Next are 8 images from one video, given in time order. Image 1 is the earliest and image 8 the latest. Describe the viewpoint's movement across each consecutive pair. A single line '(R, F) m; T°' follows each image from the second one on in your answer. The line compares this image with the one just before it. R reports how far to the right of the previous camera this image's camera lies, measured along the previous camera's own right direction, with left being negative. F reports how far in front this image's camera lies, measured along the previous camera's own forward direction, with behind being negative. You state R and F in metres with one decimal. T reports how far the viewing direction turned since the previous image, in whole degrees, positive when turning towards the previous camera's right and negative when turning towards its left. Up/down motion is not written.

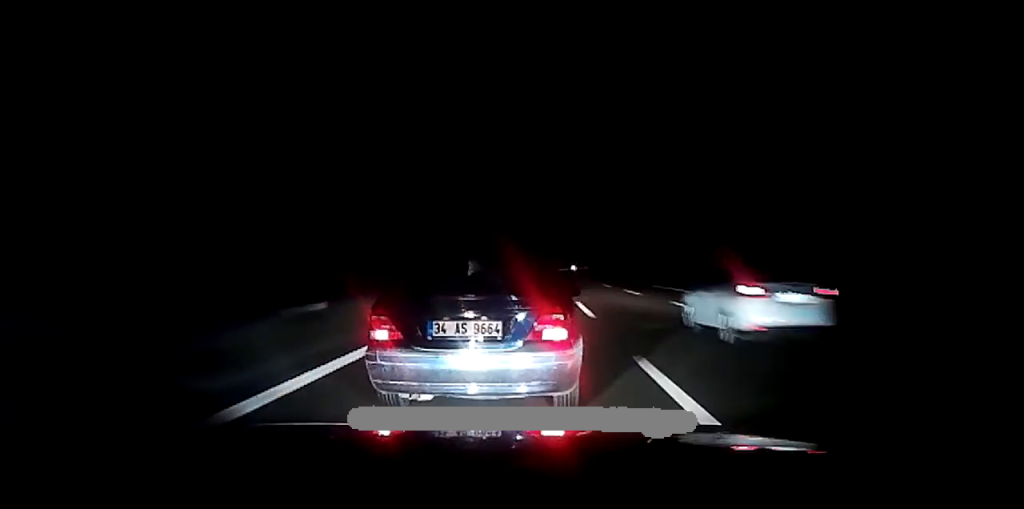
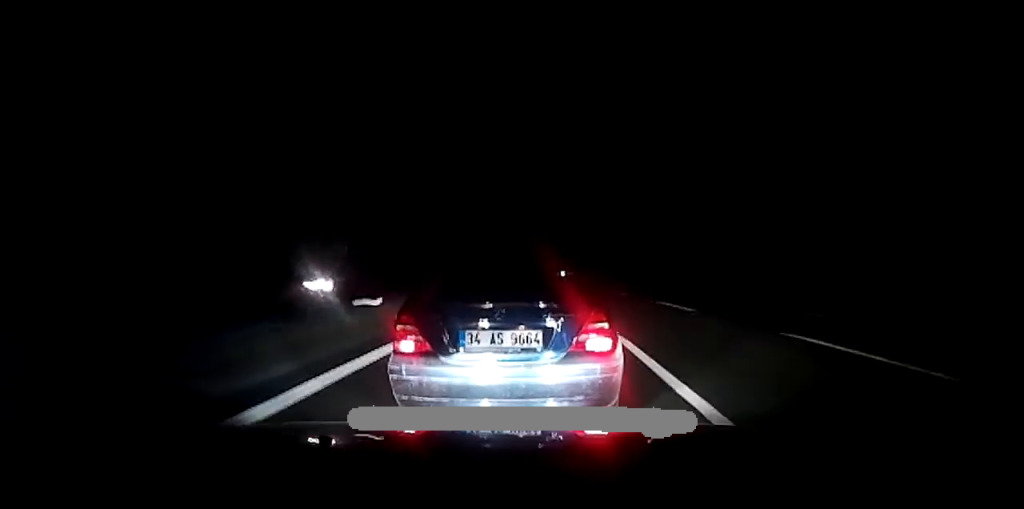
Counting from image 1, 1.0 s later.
(+0.6, +57.6) m; +1°
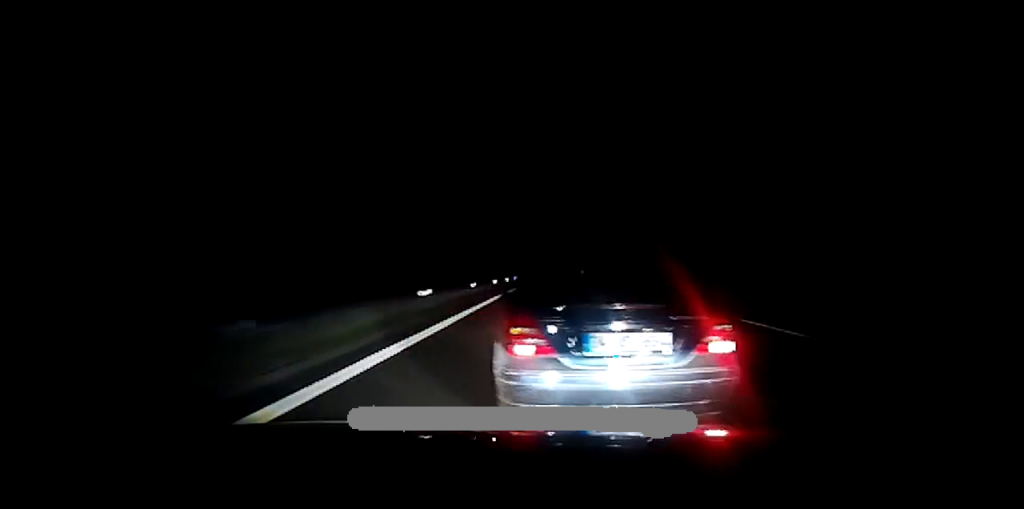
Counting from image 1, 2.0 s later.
(+0.4, +54.5) m; +1°
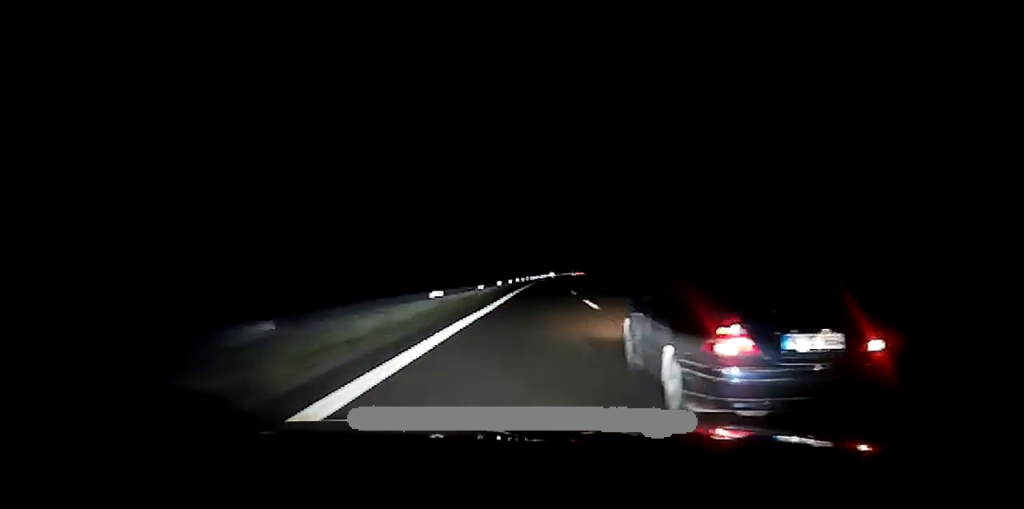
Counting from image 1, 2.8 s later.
(+0.2, +47.7) m; +1°
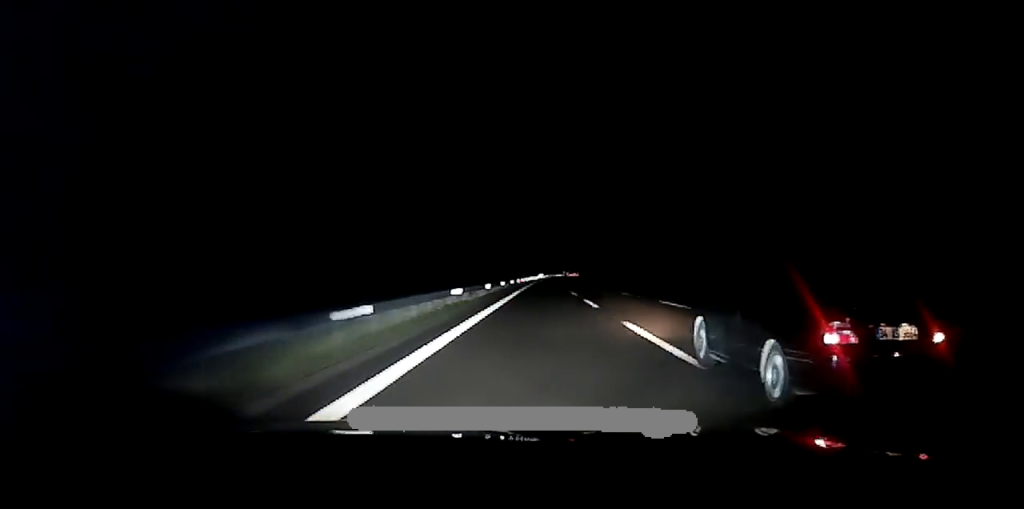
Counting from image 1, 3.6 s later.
(+0.5, +45.6) m; +1°
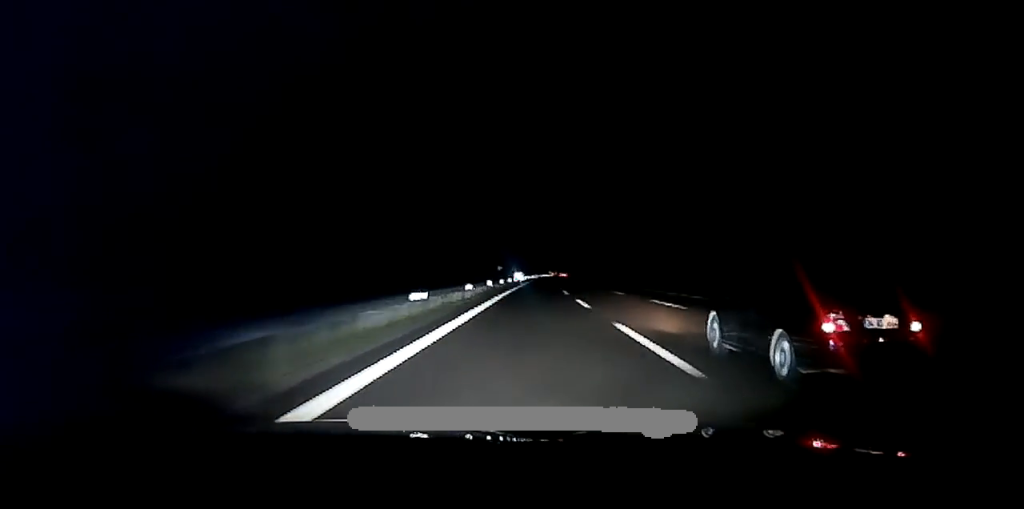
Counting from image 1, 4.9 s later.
(+0.5, +75.3) m; +1°
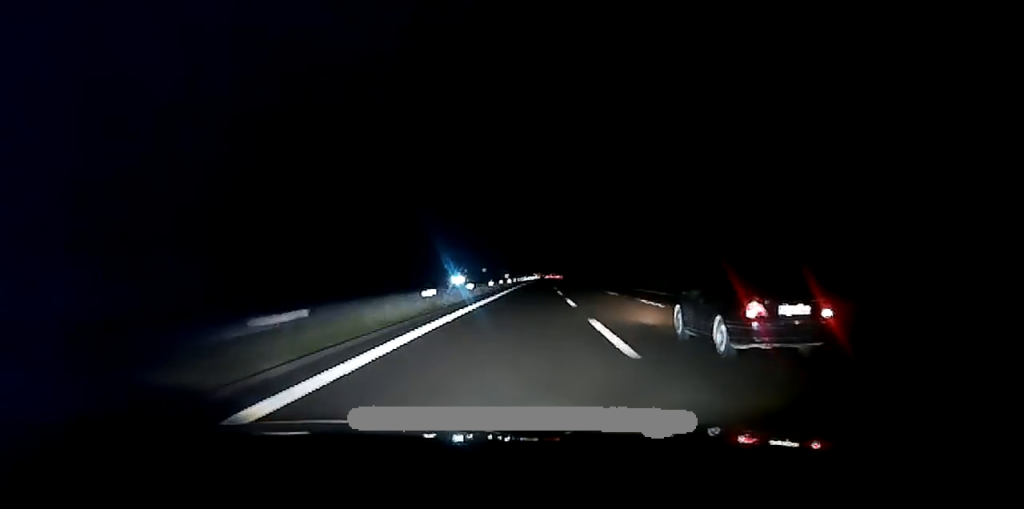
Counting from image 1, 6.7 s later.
(+2.2, +103.0) m; +2°
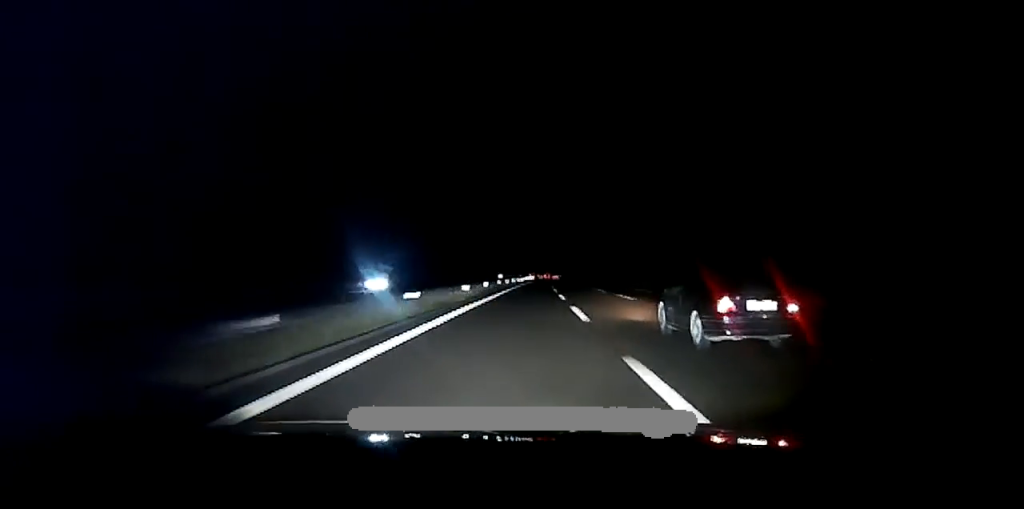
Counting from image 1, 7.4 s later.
(+0.2, +38.9) m; +1°
